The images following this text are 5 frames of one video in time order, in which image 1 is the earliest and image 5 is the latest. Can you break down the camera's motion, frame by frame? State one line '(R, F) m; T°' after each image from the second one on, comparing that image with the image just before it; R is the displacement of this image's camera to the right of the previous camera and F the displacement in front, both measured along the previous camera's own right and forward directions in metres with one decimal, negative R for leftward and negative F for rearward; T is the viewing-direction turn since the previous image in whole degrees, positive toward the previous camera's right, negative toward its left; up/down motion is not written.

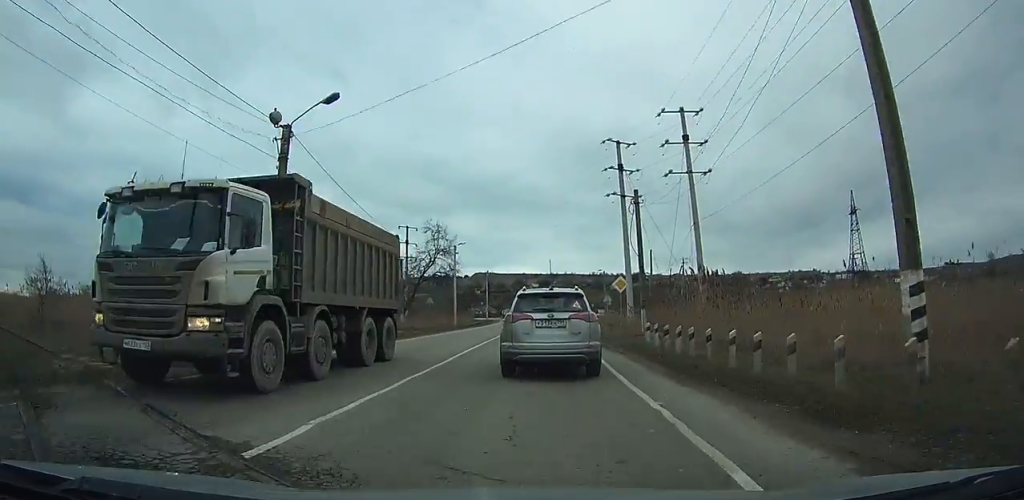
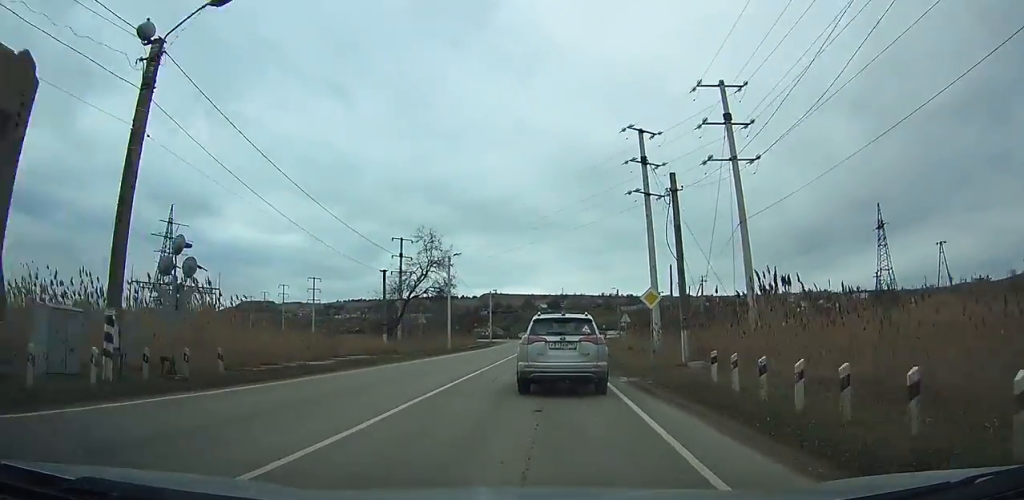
(0.0, +9.0) m; -1°
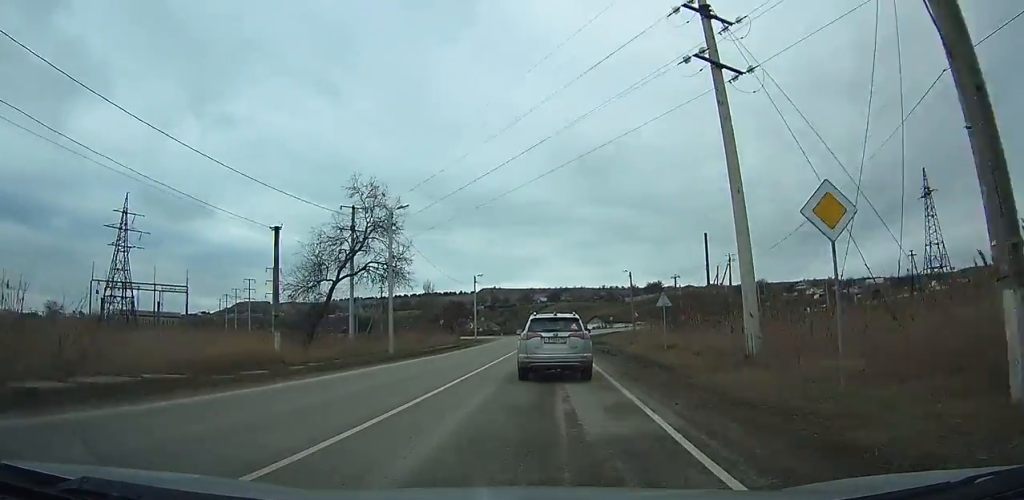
(-0.3, +18.0) m; -1°
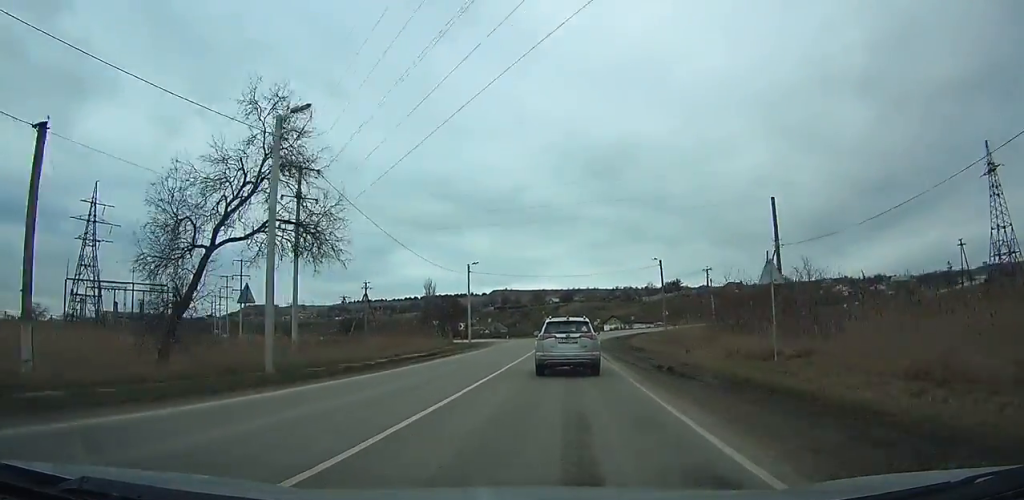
(0.0, +14.7) m; 0°
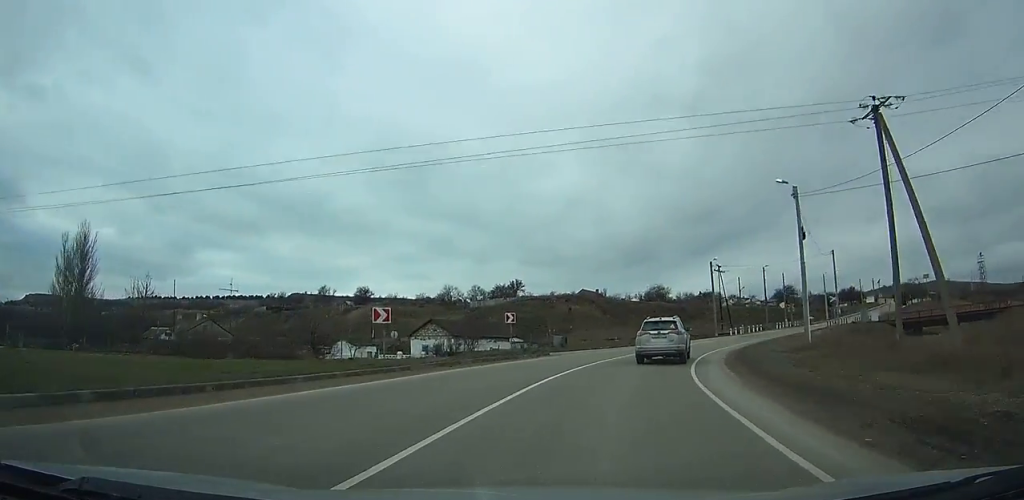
(+8.5, +74.8) m; +25°
